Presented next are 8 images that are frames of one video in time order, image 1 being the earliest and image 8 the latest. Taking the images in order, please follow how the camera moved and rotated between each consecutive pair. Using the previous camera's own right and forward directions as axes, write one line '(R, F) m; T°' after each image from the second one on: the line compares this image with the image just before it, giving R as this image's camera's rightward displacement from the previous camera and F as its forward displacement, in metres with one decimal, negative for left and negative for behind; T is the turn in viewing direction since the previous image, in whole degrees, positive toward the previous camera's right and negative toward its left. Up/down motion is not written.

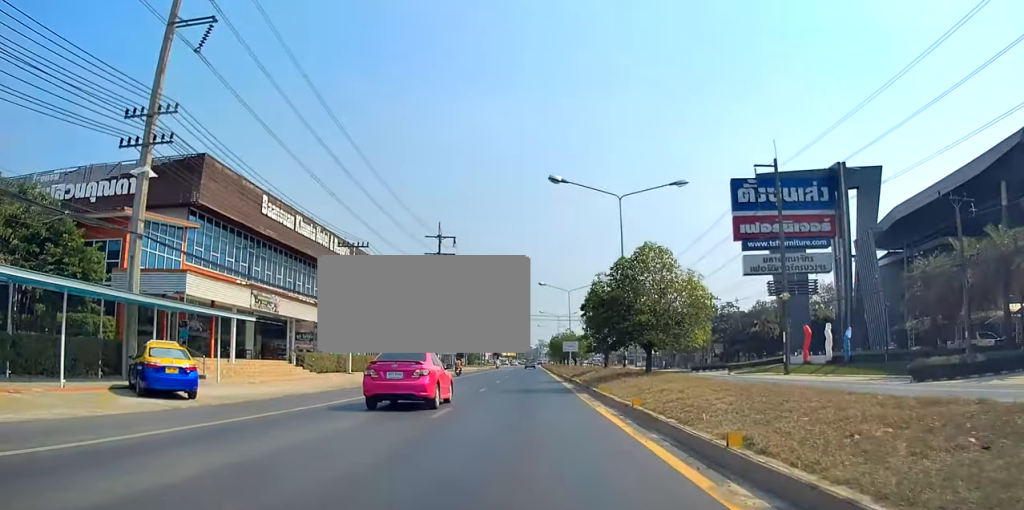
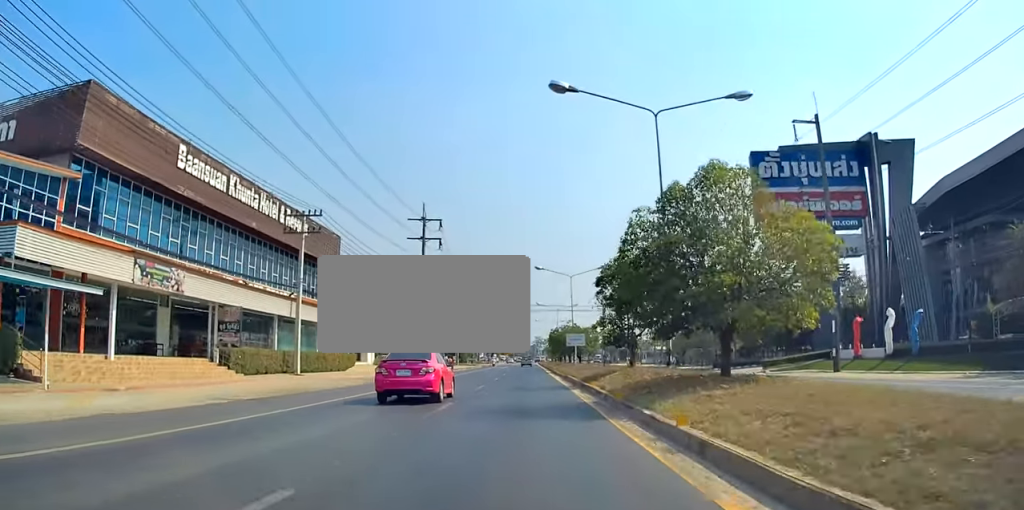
(0.0, +10.8) m; 0°
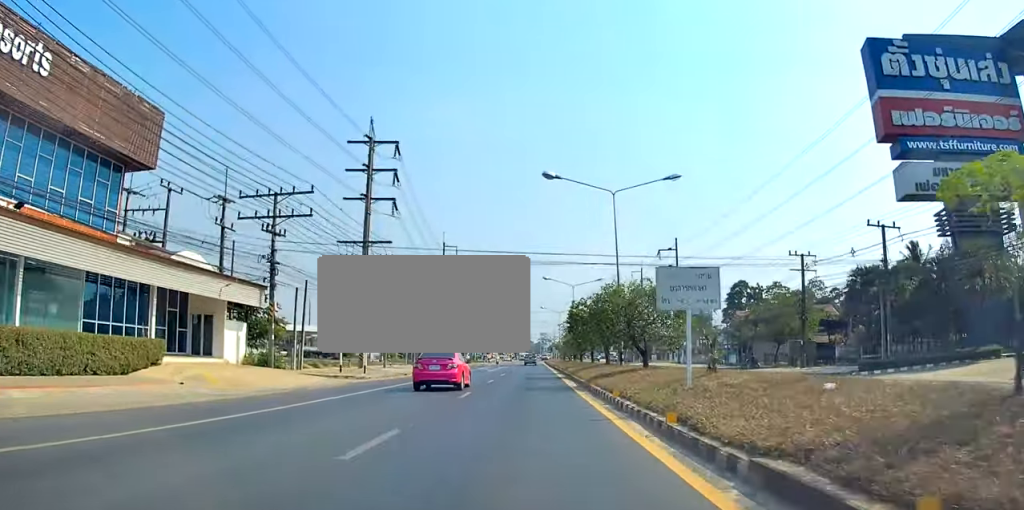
(-0.5, +31.6) m; 0°
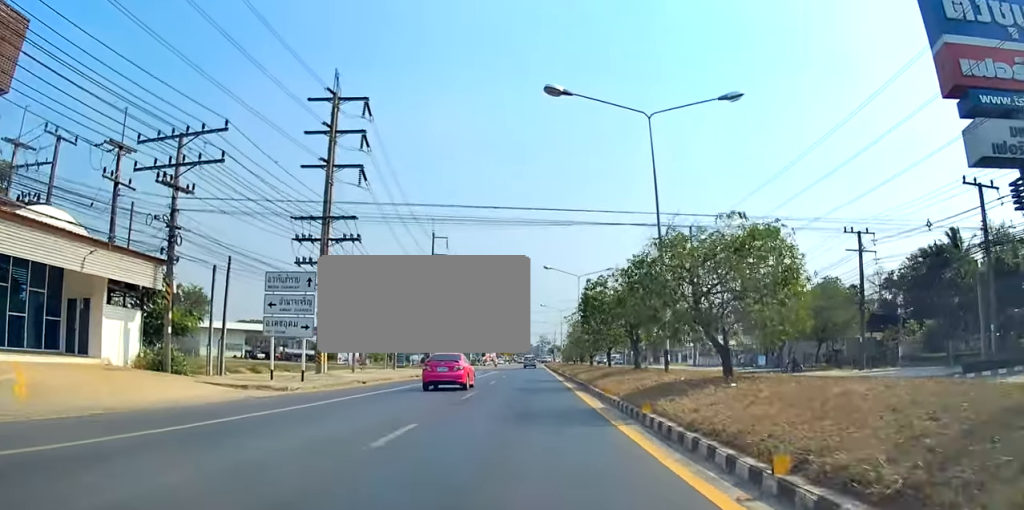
(+0.3, +10.2) m; 0°
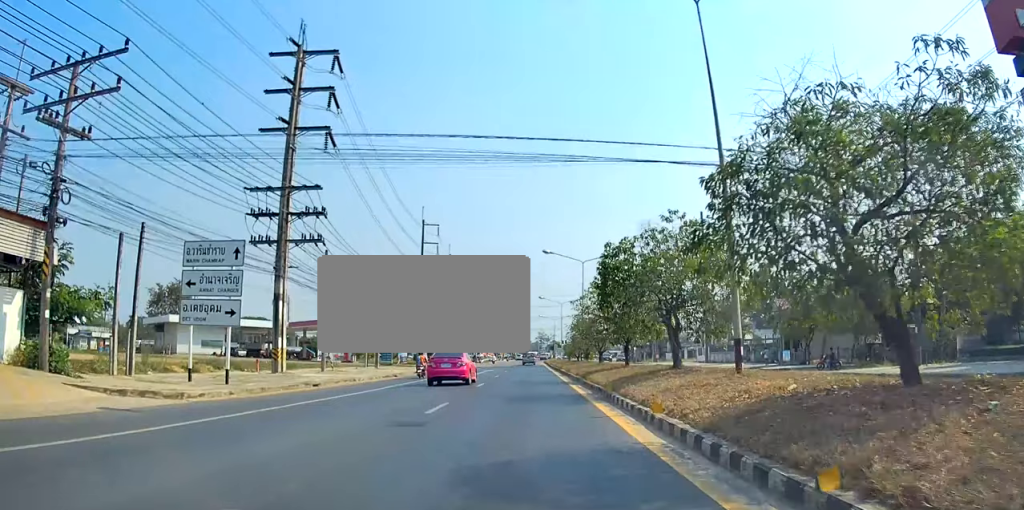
(+0.1, +7.7) m; 0°
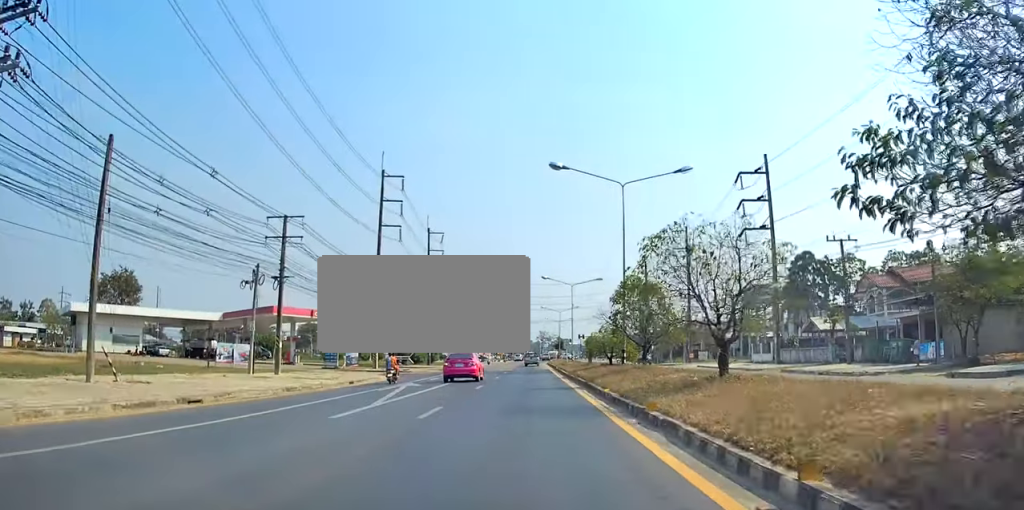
(-0.7, +25.6) m; -1°
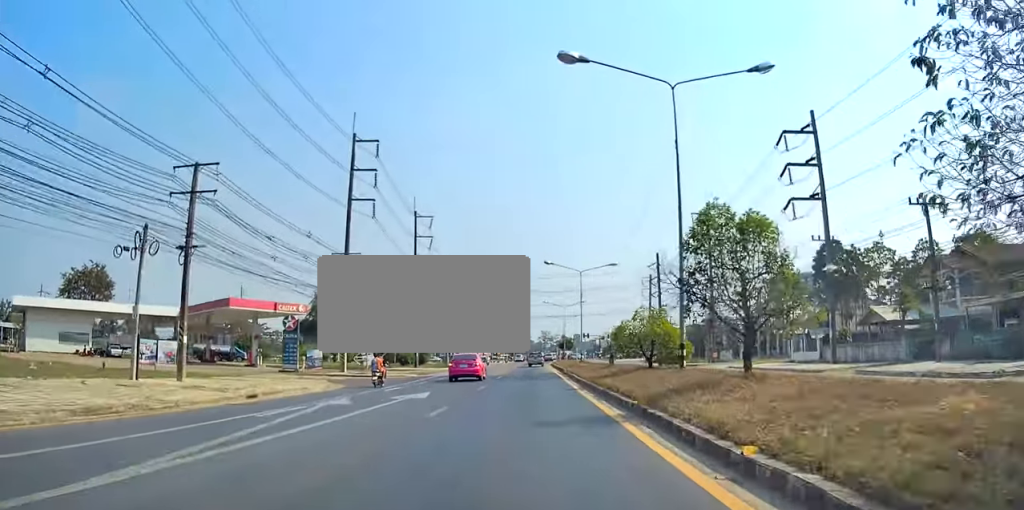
(0.0, +11.3) m; +1°
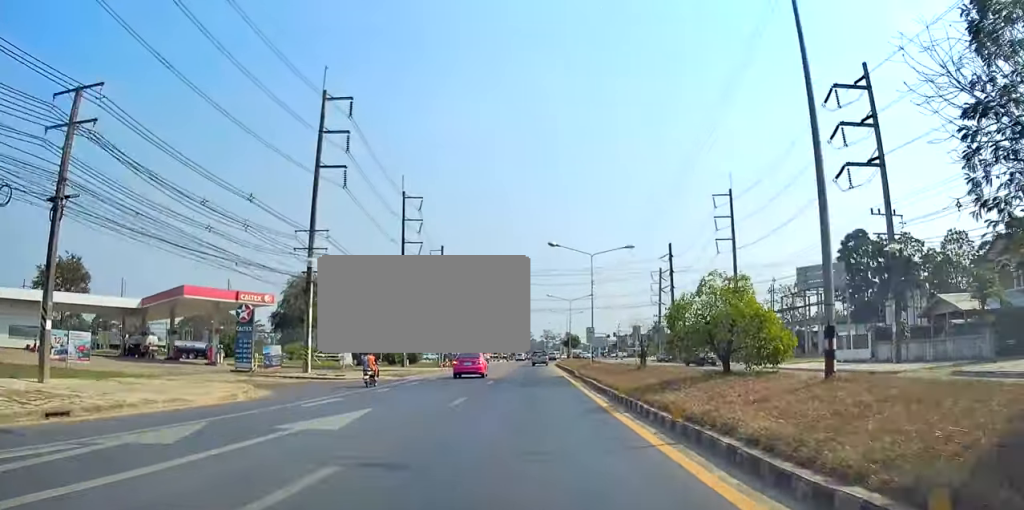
(0.0, +9.4) m; 0°
